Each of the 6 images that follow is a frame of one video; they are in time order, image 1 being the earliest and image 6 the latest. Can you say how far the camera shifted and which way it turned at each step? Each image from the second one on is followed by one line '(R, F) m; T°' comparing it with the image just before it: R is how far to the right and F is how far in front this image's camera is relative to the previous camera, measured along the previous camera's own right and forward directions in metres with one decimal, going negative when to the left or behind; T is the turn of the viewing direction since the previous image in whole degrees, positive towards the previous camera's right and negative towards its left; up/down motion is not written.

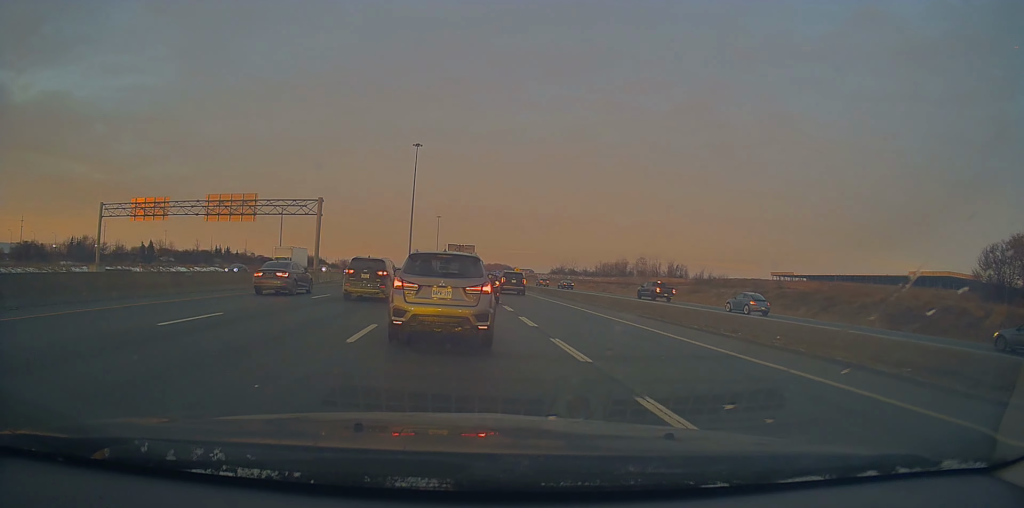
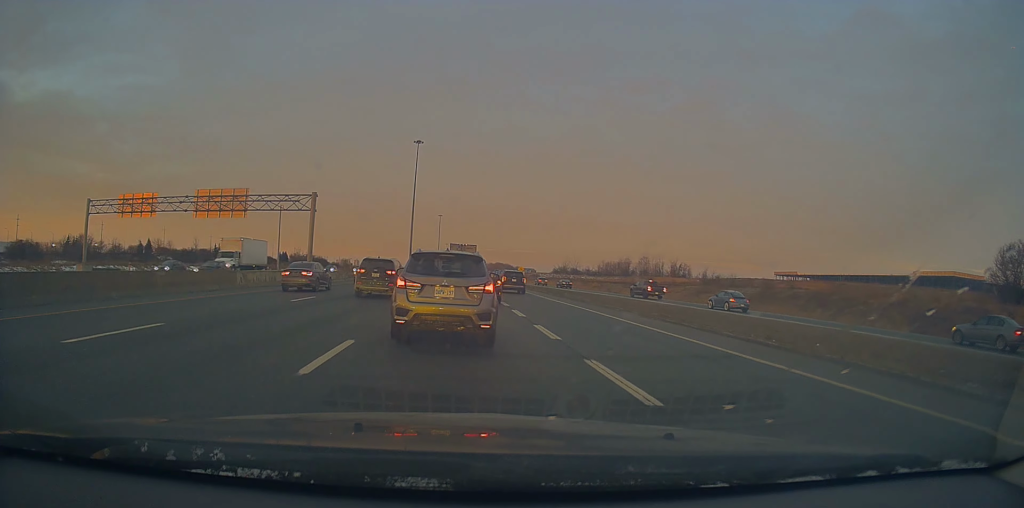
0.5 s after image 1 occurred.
(-0.1, +2.9) m; -1°
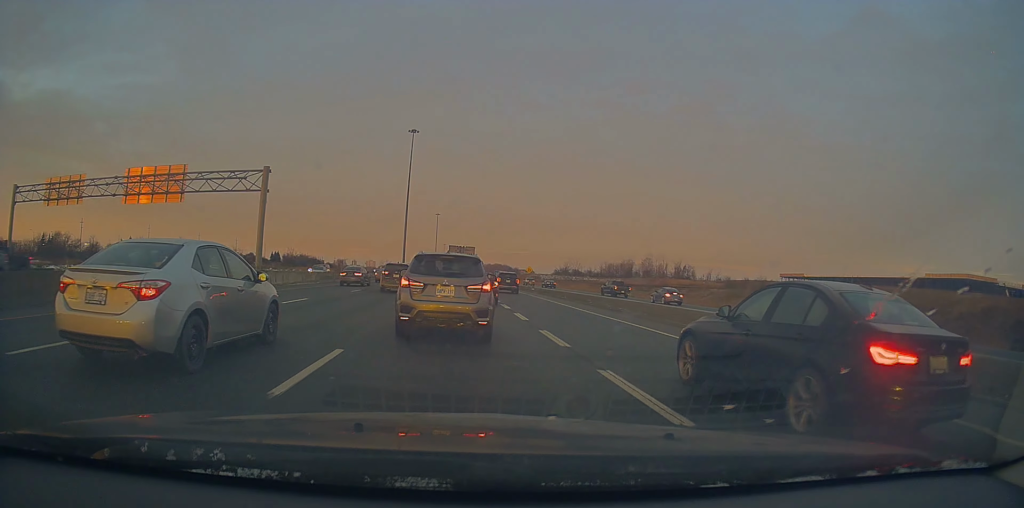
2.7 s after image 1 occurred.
(-0.2, +12.8) m; +5°
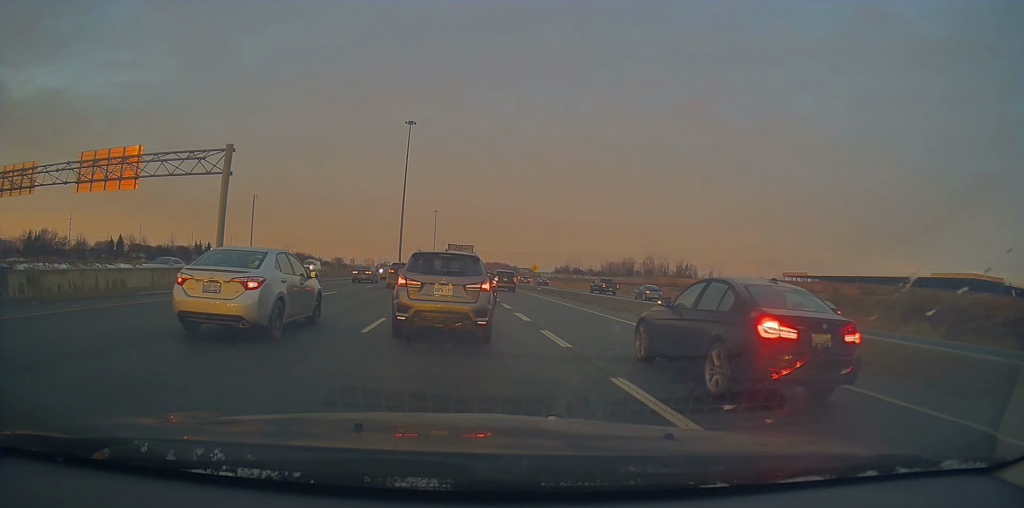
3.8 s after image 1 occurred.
(+0.7, +6.5) m; +1°
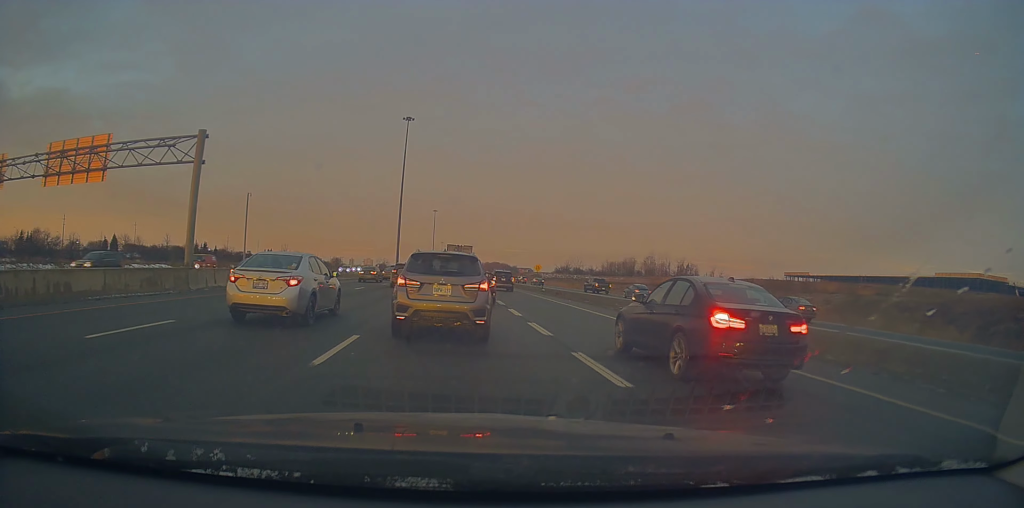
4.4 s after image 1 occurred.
(-0.4, +3.9) m; -5°
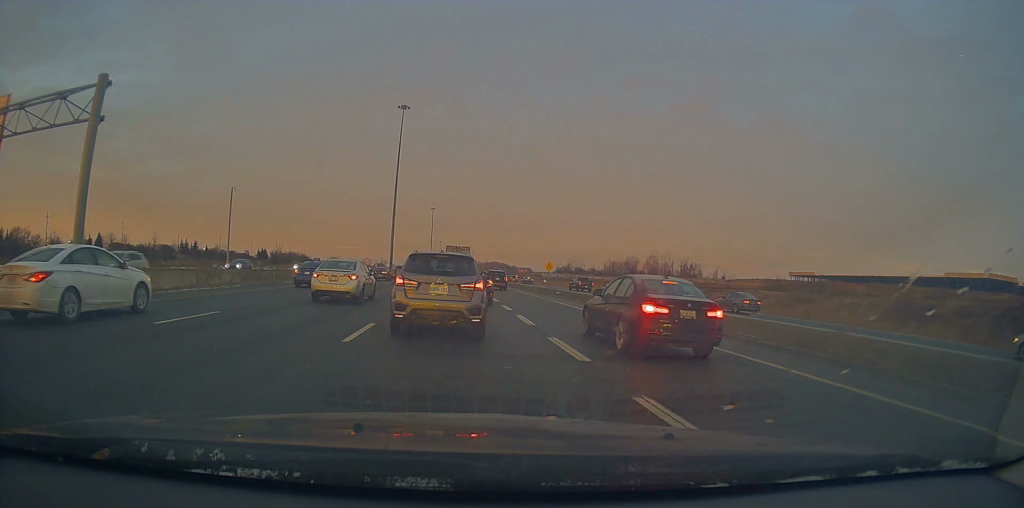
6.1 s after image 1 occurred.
(-0.2, +9.6) m; +1°
